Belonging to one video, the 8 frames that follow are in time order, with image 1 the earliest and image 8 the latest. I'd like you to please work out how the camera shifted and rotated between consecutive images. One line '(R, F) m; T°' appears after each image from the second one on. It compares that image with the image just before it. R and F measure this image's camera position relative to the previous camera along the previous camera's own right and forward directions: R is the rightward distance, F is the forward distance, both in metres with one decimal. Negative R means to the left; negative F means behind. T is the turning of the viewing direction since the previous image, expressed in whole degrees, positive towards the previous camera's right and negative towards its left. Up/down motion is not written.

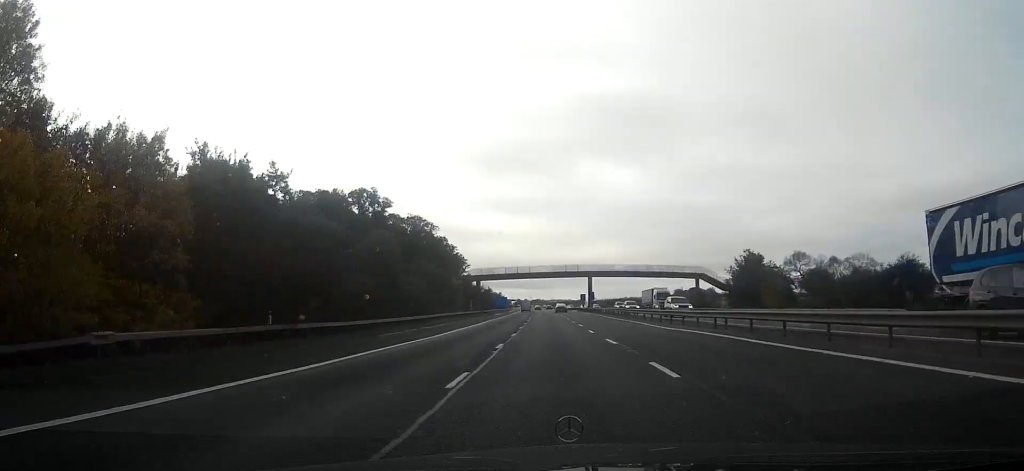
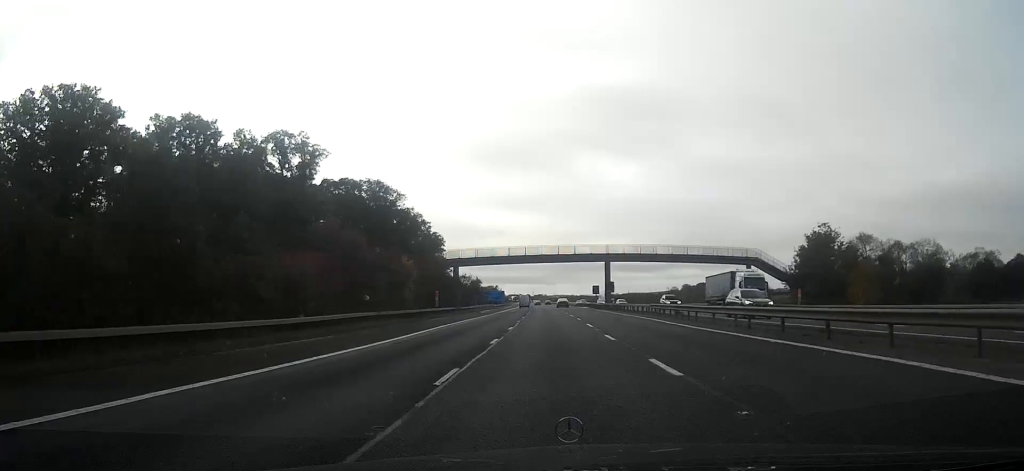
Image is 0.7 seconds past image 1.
(0.0, +27.3) m; 0°
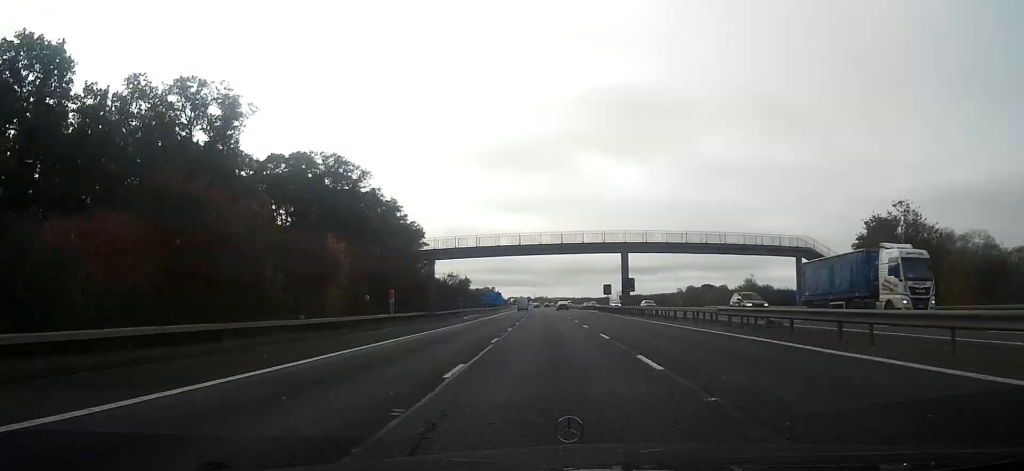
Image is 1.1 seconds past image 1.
(0.0, +16.9) m; 0°
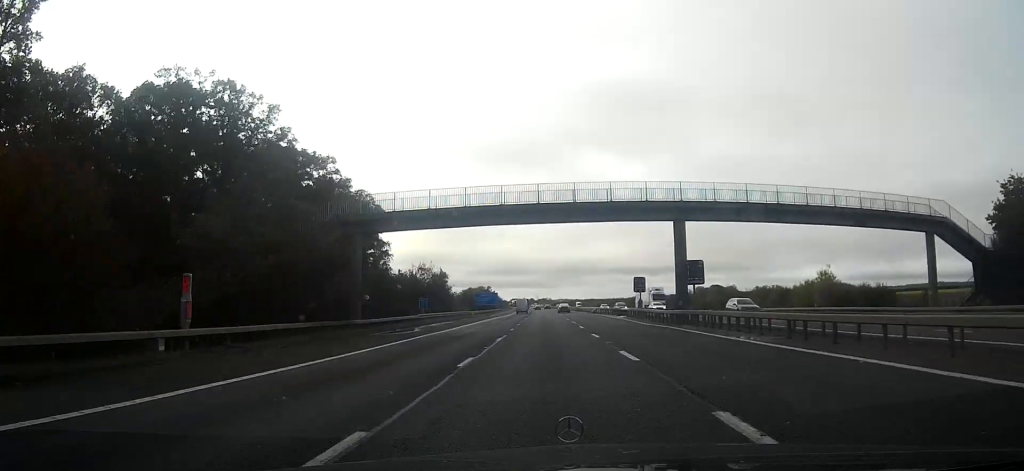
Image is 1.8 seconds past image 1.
(0.0, +24.6) m; 0°
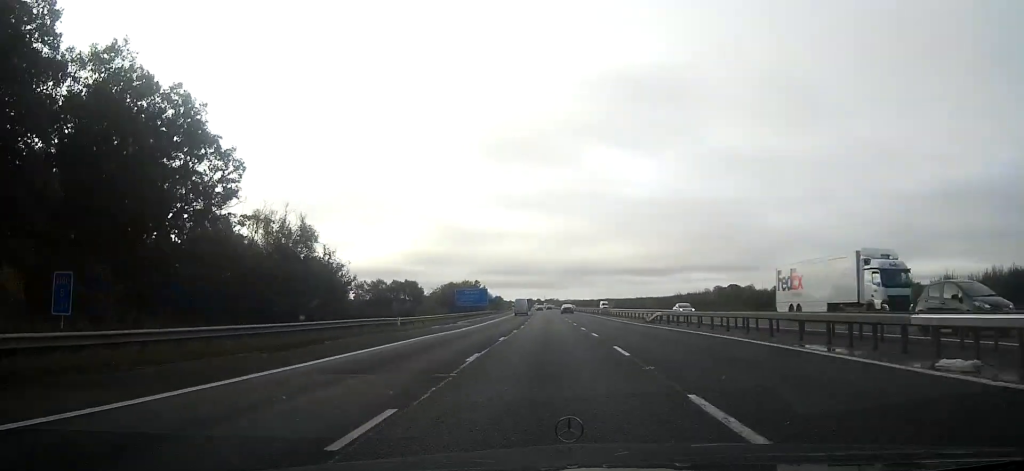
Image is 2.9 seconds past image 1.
(-0.2, +43.7) m; -1°
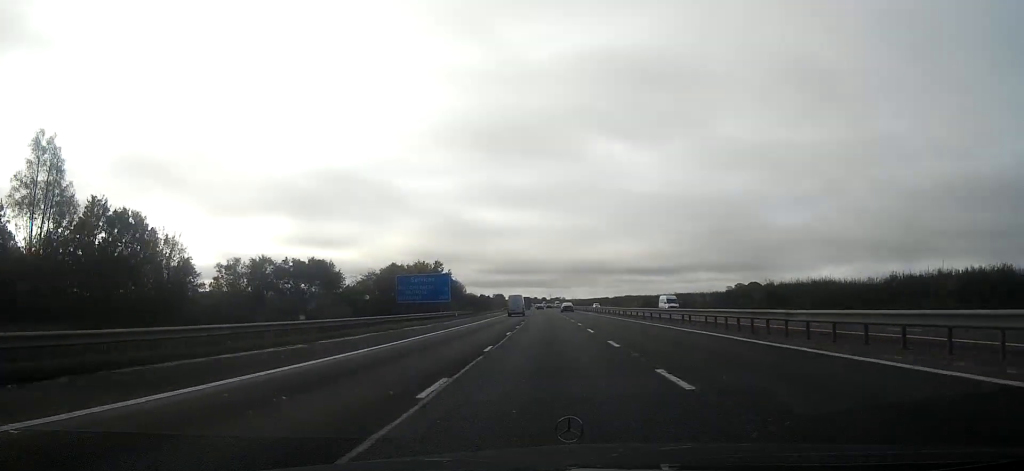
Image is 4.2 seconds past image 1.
(-0.2, +51.0) m; -1°
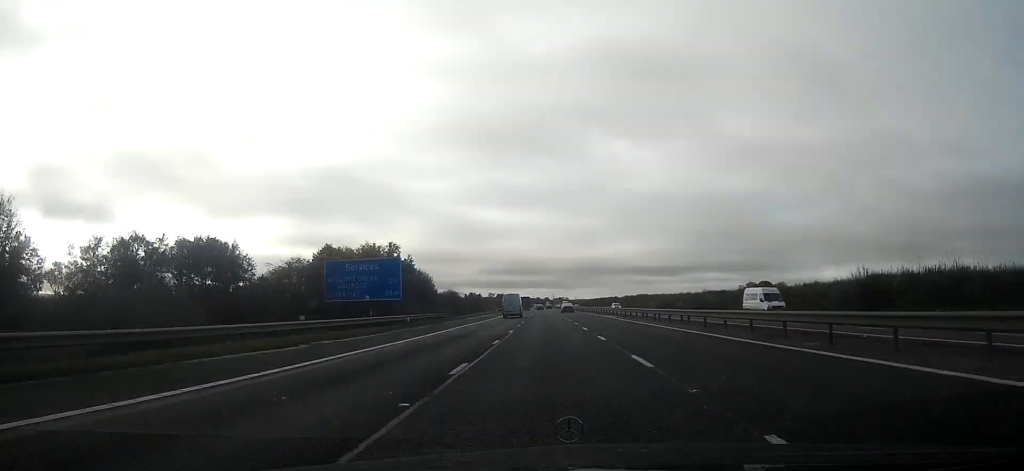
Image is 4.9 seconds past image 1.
(-0.2, +24.1) m; 0°
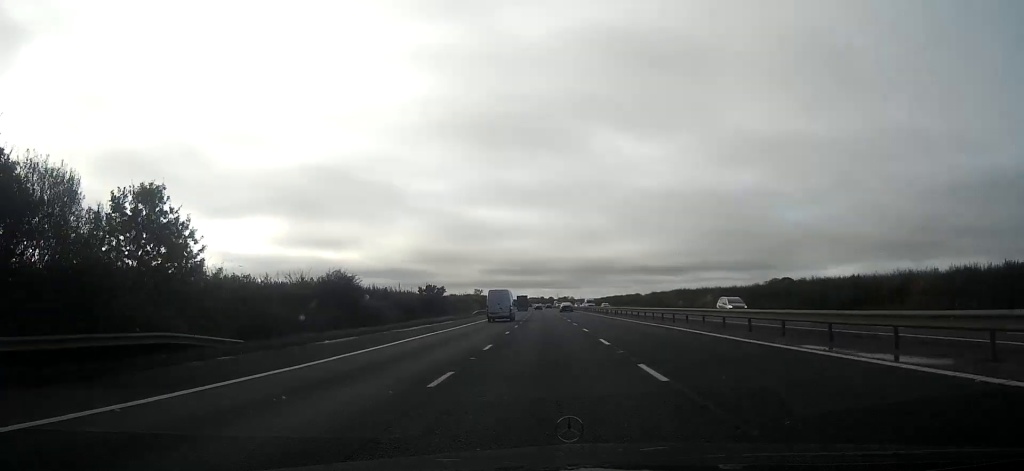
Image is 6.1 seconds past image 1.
(-0.1, +46.6) m; 0°
